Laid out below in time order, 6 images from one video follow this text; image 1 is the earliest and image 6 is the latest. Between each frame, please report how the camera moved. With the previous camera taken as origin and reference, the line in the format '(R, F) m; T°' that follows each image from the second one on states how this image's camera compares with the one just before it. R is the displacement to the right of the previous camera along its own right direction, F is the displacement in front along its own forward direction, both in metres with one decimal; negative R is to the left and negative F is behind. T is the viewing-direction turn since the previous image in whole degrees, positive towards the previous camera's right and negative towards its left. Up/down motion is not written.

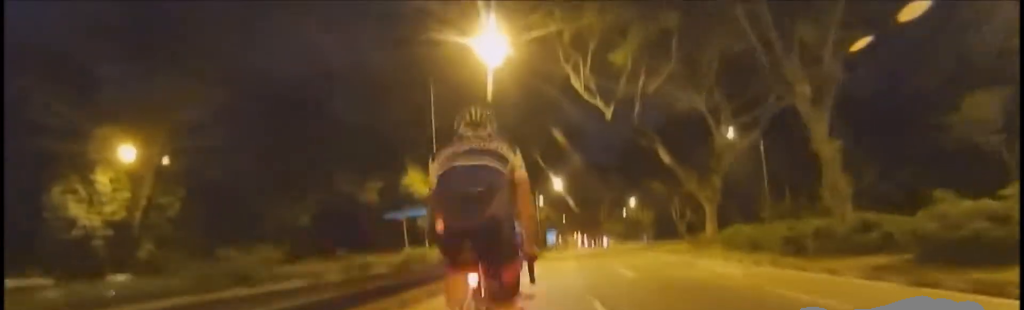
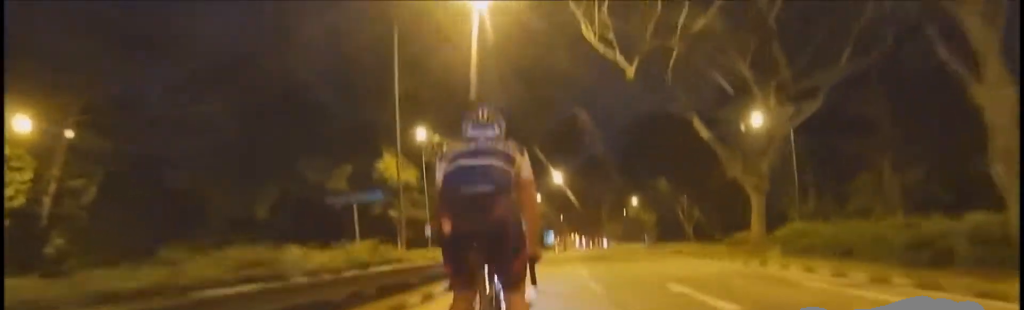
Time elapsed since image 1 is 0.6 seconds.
(-0.1, +7.9) m; +3°
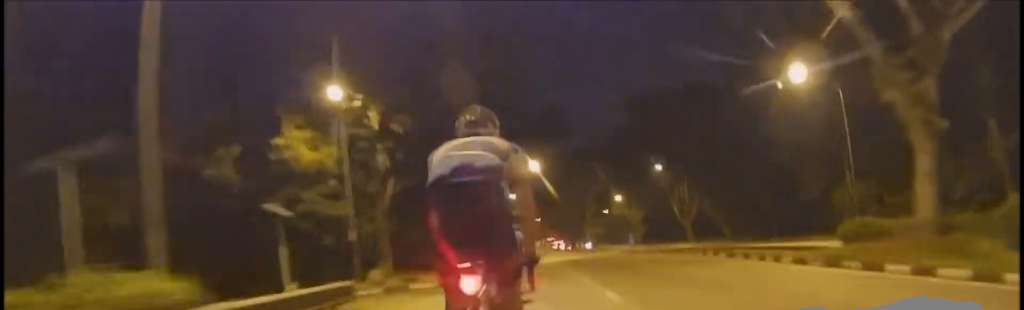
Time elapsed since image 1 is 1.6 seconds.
(+1.2, +14.2) m; +6°
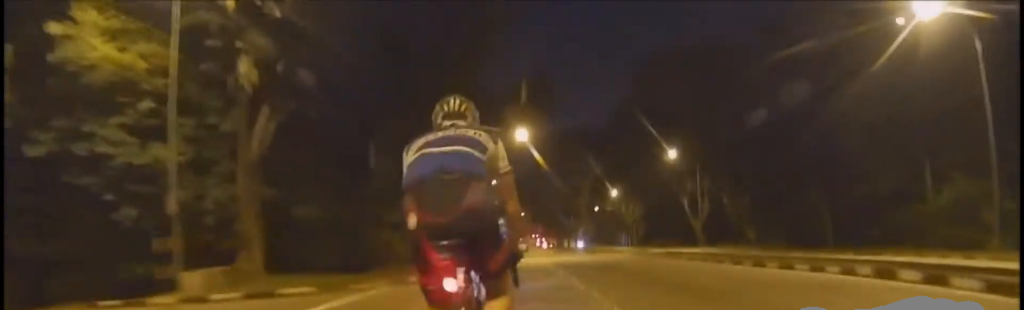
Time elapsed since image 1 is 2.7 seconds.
(+0.2, +15.7) m; 0°
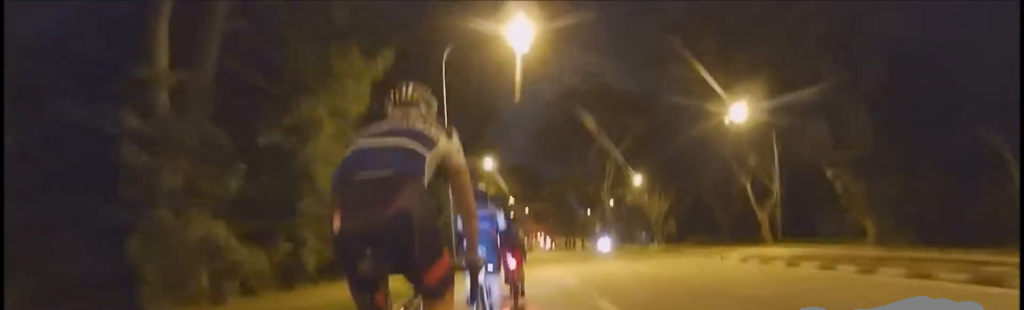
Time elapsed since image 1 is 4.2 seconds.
(0.0, +22.5) m; 0°
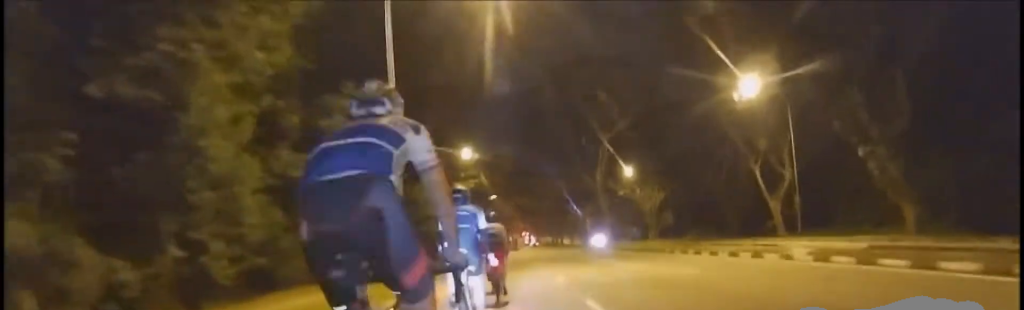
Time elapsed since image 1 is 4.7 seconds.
(0.0, +6.7) m; 0°
